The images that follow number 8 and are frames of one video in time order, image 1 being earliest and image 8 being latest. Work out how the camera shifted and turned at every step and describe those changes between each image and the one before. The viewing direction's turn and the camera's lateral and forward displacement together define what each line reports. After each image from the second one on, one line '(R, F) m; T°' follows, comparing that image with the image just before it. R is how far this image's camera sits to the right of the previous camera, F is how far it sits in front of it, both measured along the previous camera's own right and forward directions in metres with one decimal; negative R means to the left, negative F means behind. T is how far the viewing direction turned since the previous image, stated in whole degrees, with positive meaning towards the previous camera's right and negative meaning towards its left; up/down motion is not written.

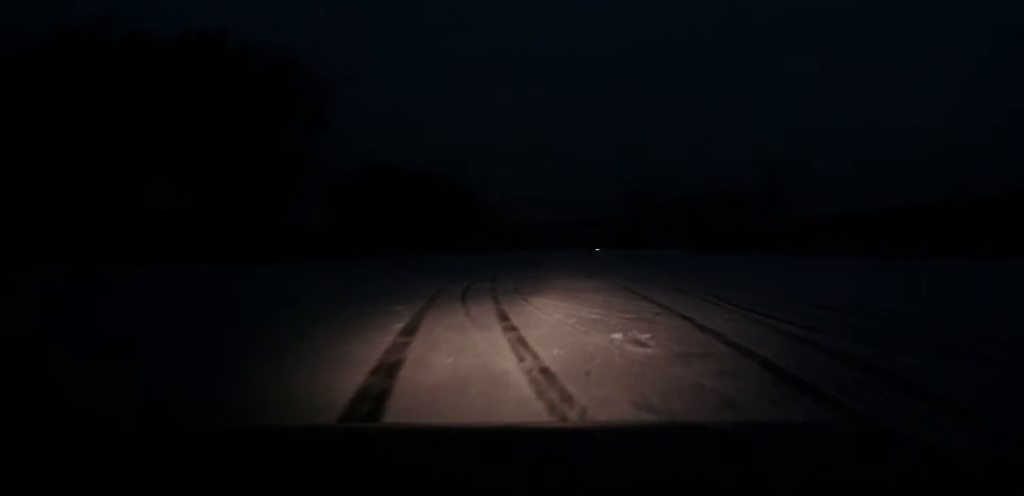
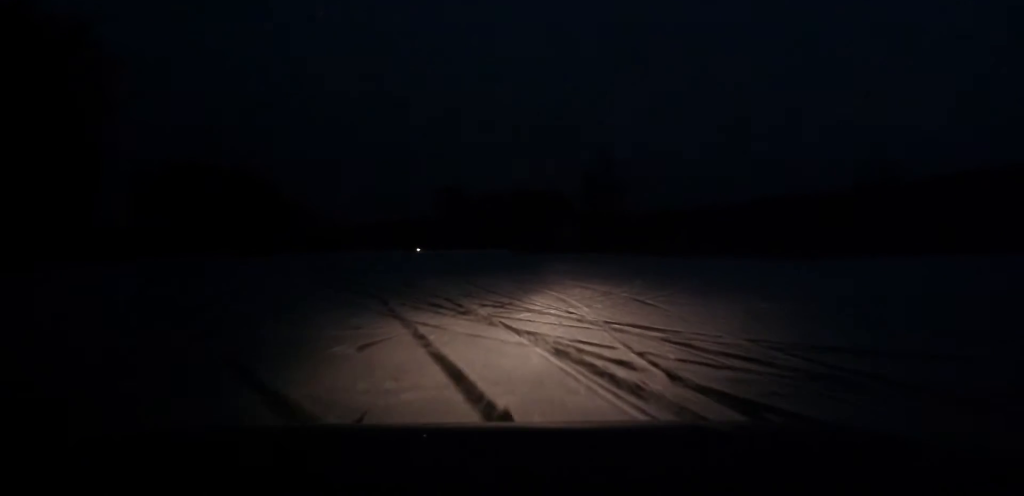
(0.0, +11.1) m; 0°
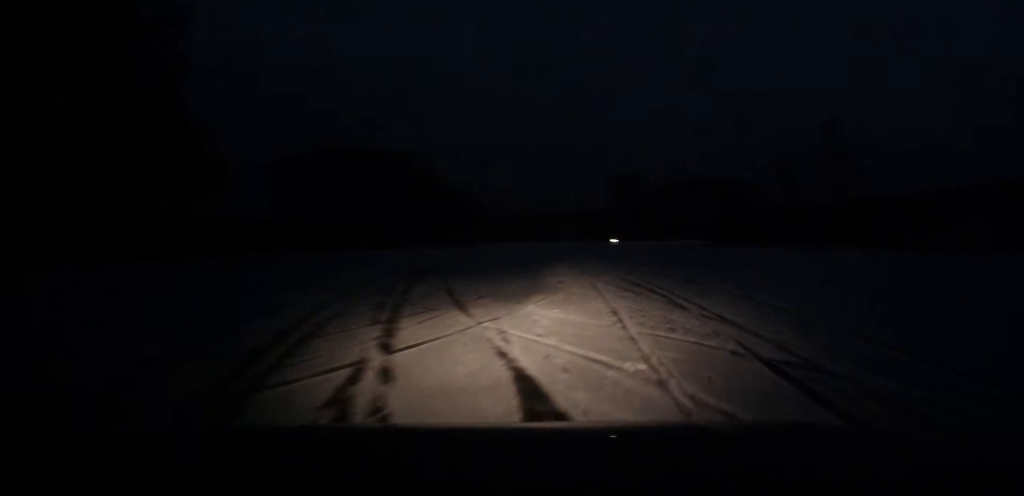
(+0.5, +16.3) m; +1°
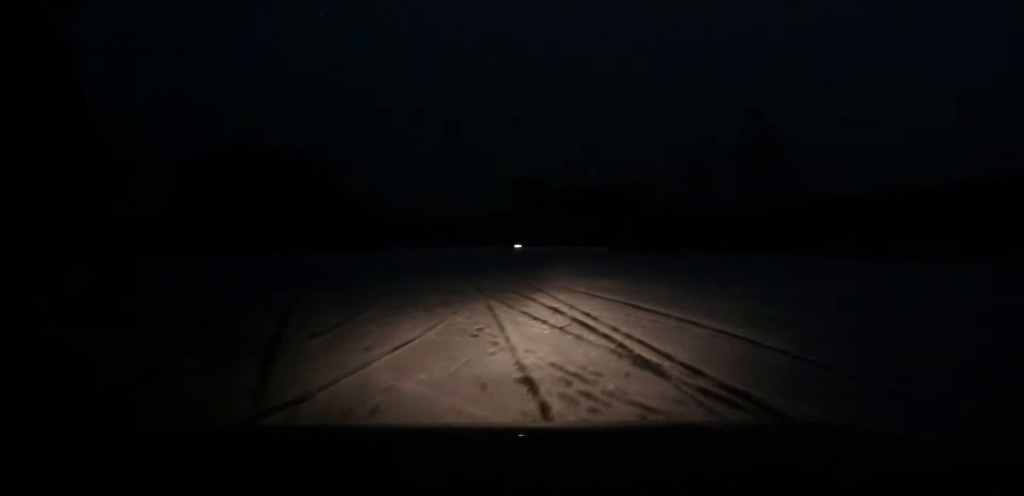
(-0.2, +5.1) m; -3°
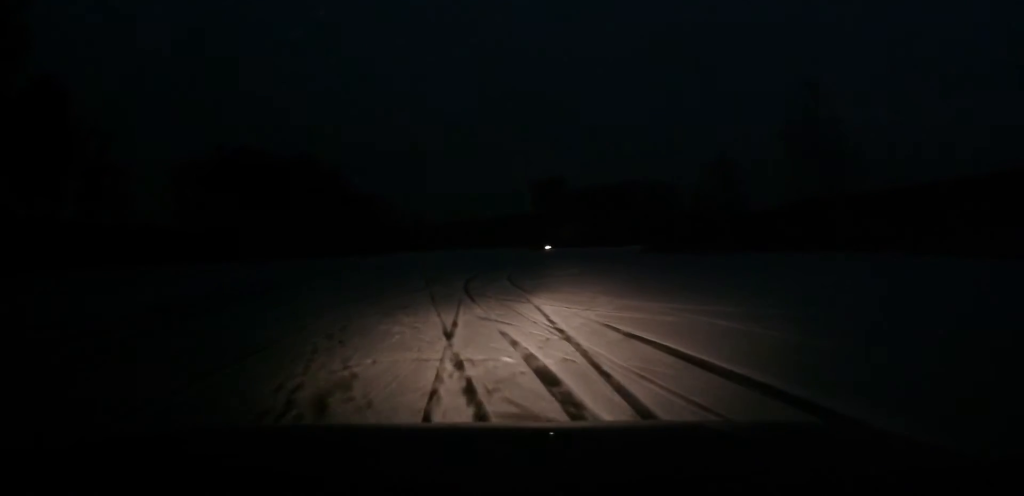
(-0.2, +8.8) m; -6°
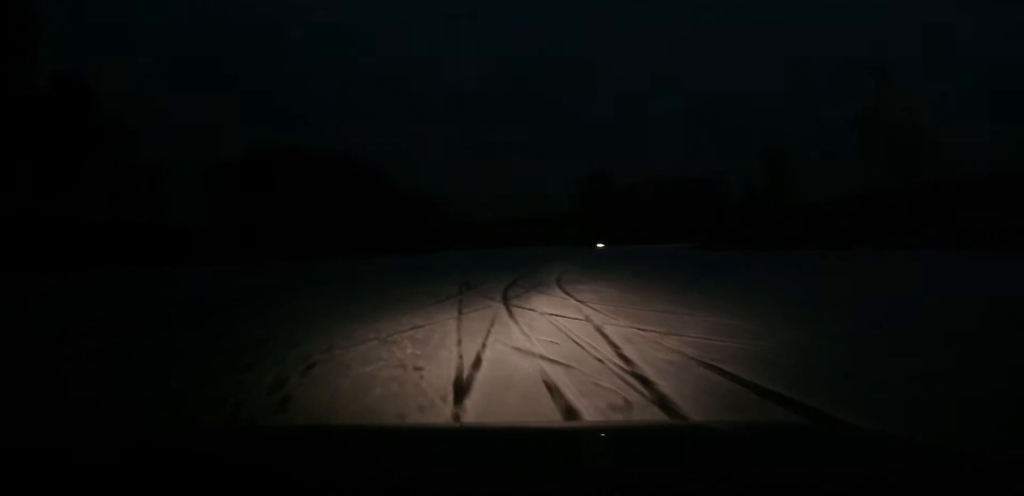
(-0.3, +3.6) m; -1°
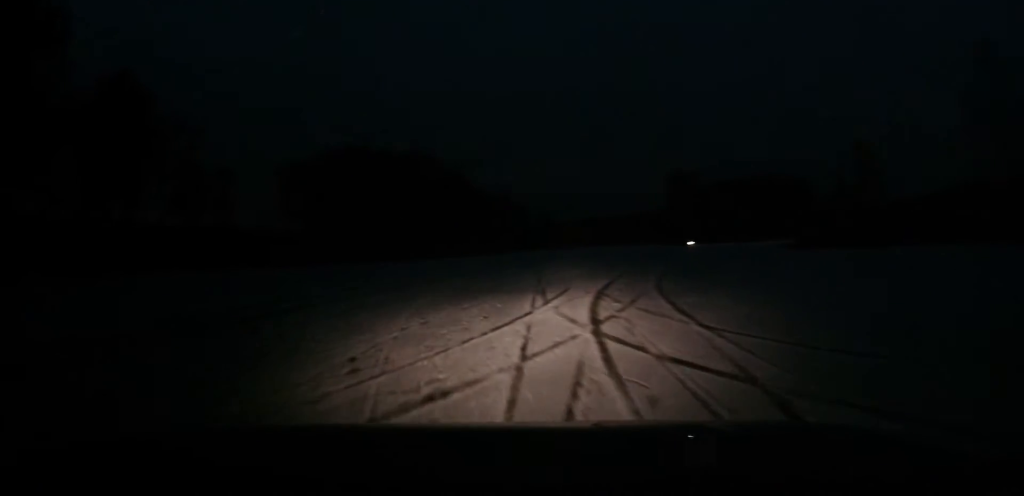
(-0.3, +4.7) m; 0°
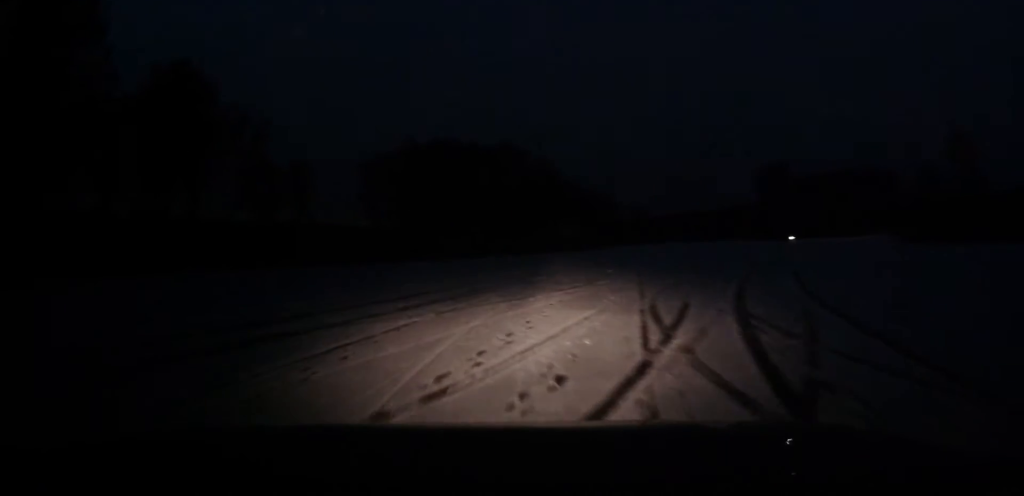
(+0.3, +5.7) m; +2°
